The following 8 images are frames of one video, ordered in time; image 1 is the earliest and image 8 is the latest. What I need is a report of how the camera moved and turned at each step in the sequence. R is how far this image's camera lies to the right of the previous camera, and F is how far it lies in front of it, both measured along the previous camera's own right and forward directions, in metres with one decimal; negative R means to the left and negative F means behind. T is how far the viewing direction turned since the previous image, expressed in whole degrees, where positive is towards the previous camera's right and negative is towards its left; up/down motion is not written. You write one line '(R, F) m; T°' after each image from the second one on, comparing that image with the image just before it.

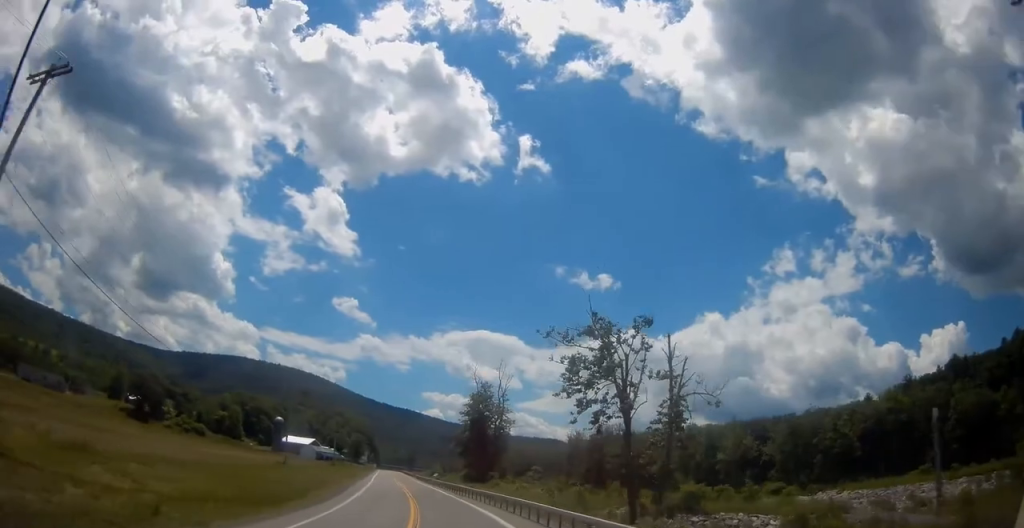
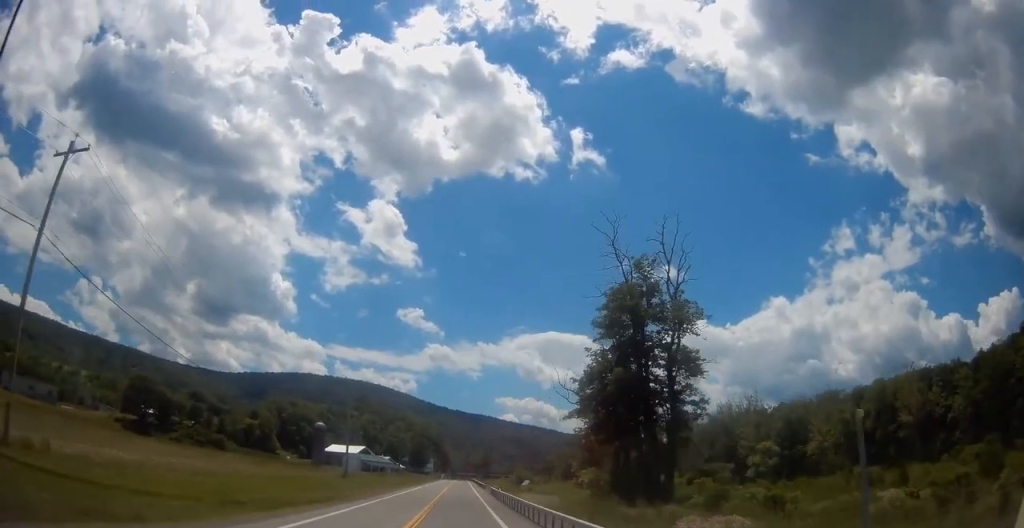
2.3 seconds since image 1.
(-5.3, +57.3) m; -10°
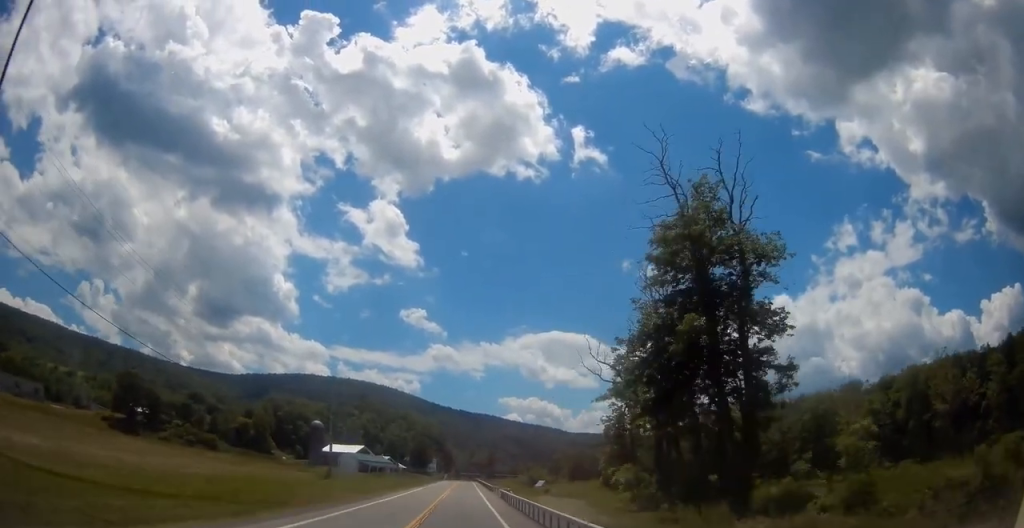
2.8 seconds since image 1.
(-0.3, +11.6) m; -1°
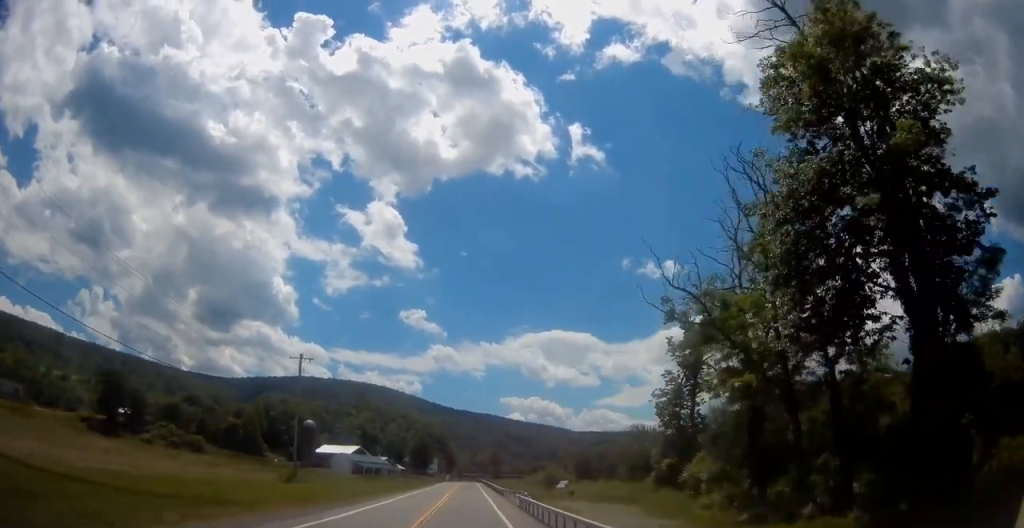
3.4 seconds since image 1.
(-0.2, +14.9) m; -1°
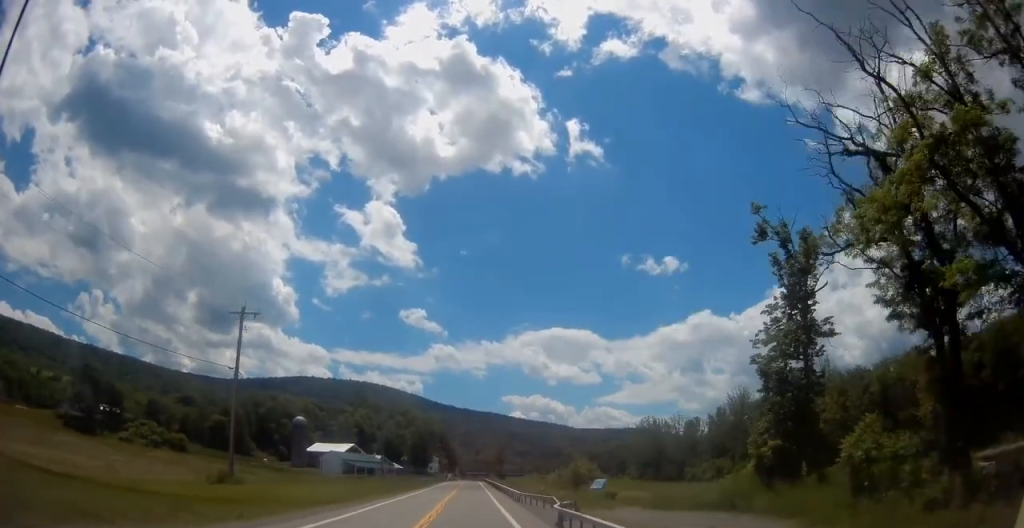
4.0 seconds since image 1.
(0.0, +15.0) m; 0°
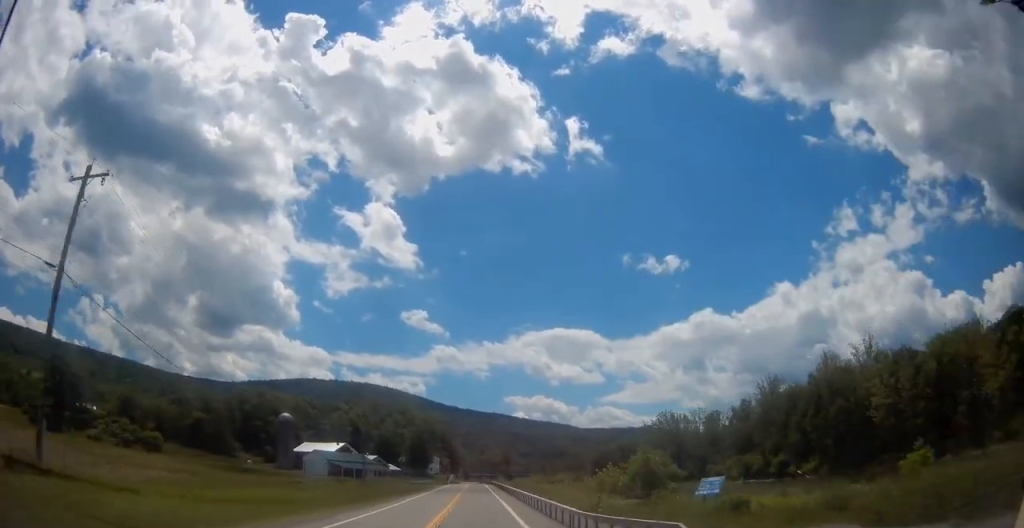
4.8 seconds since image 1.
(0.0, +19.9) m; 0°
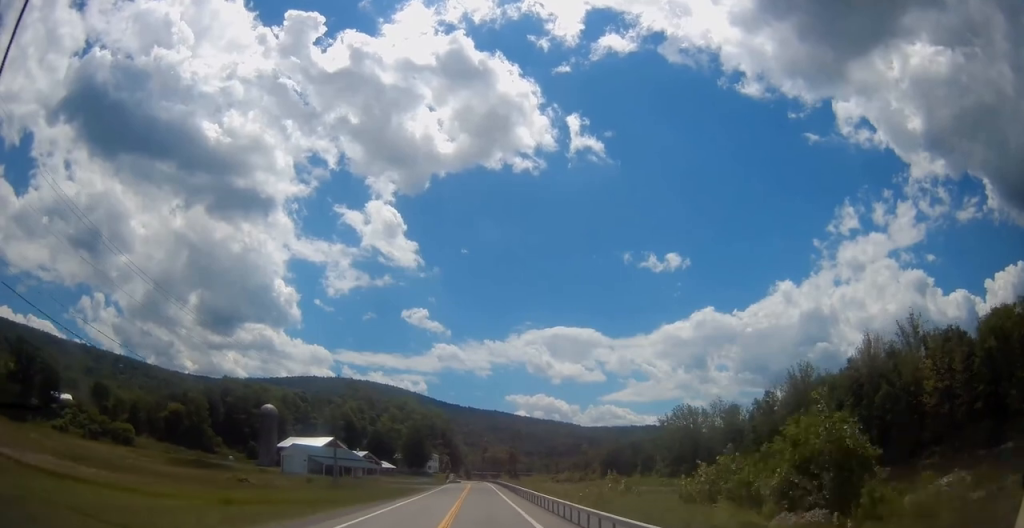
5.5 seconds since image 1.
(-0.1, +18.2) m; 0°
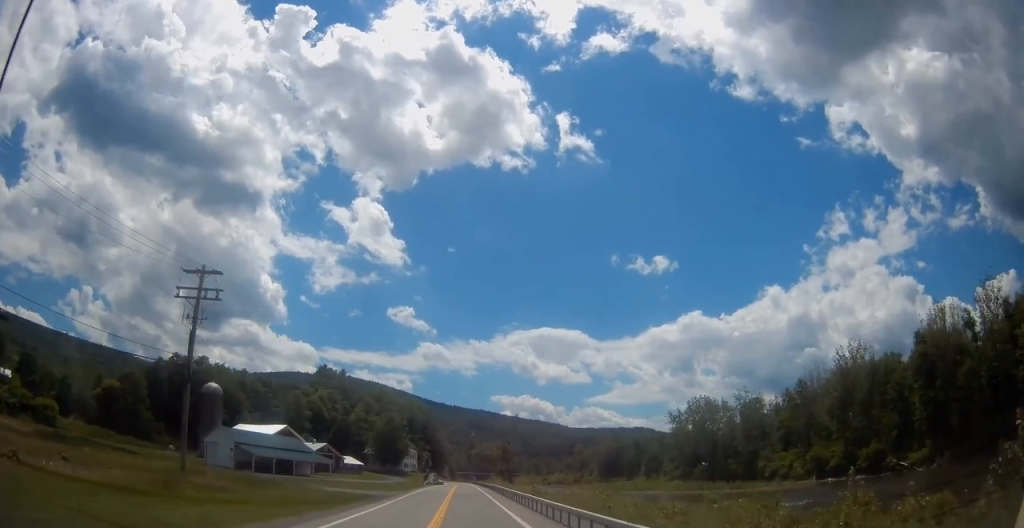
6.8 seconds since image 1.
(-0.1, +31.3) m; 0°
